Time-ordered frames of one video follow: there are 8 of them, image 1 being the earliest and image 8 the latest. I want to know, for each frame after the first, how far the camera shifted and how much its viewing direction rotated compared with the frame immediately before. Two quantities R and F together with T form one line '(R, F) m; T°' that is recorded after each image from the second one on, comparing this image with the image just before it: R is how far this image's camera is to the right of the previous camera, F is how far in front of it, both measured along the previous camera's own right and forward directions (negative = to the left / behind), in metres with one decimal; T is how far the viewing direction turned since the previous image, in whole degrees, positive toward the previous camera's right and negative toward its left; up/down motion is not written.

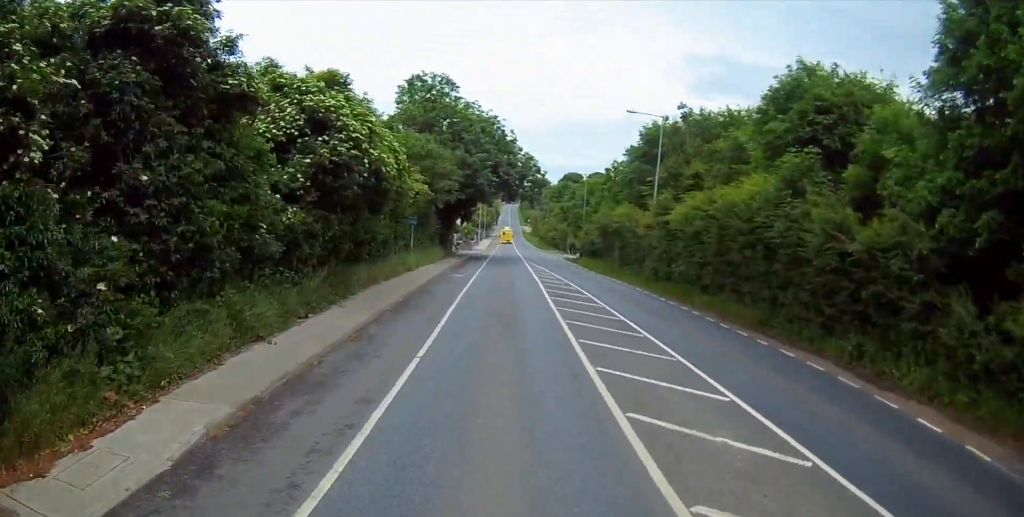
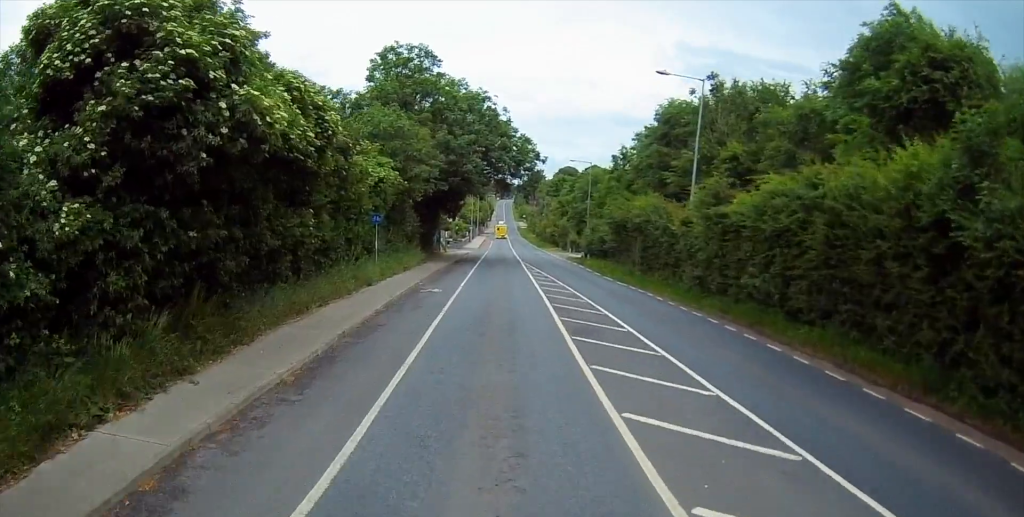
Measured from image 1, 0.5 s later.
(-0.3, +9.0) m; -1°
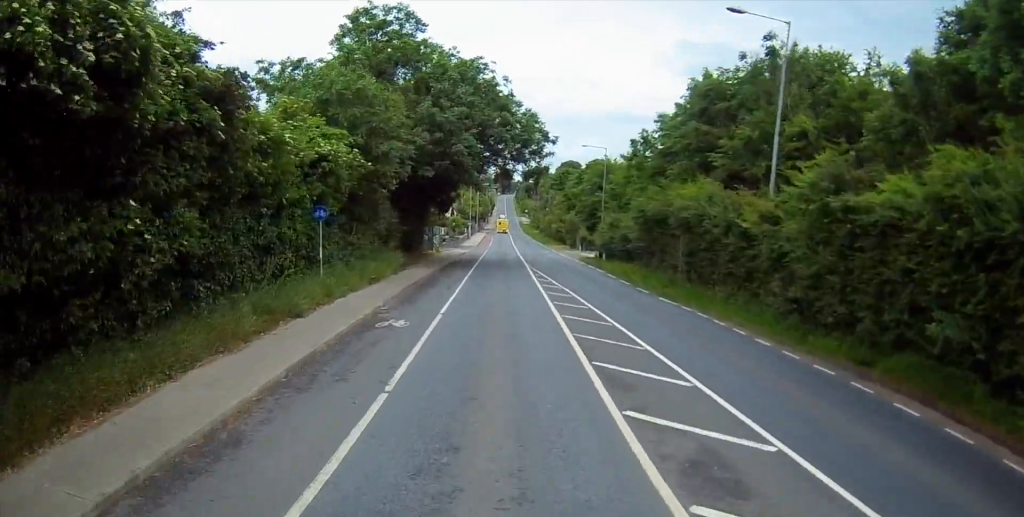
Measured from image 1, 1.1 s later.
(-0.2, +9.0) m; -1°
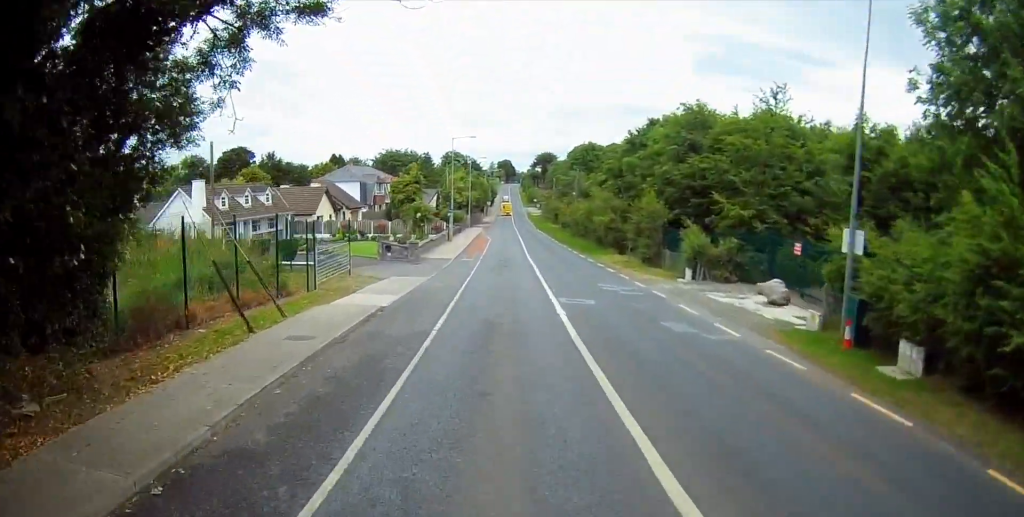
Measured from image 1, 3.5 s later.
(+0.6, +41.6) m; +1°
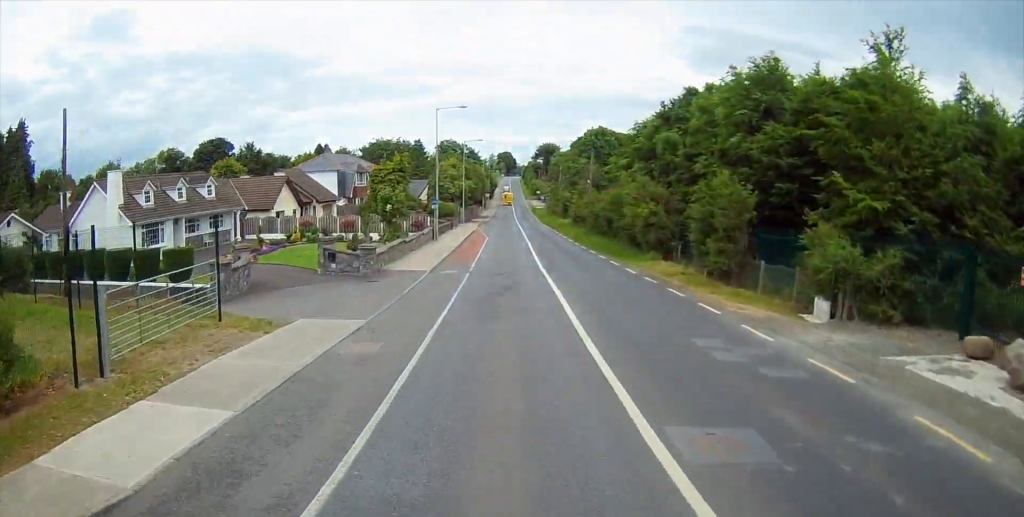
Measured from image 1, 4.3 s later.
(0.0, +13.8) m; 0°
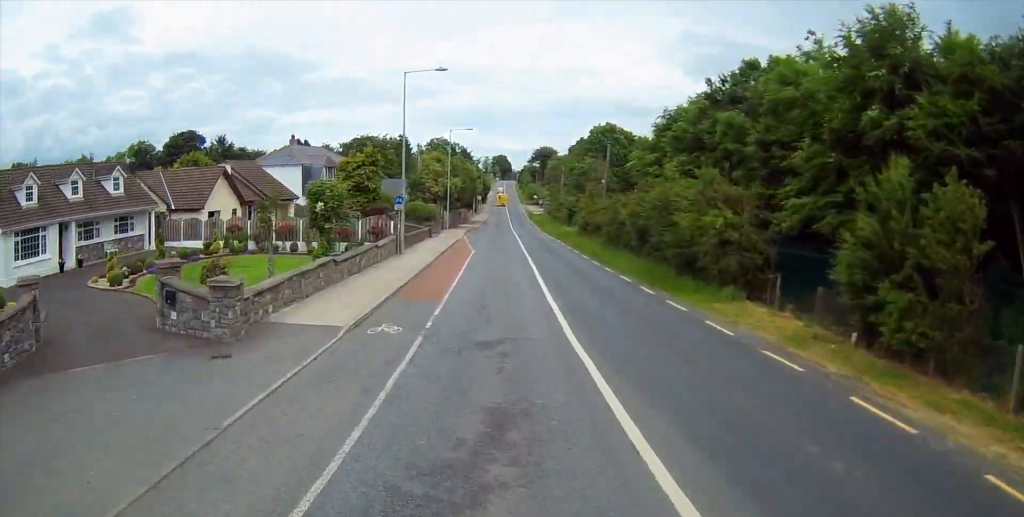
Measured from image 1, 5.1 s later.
(0.0, +13.8) m; 0°
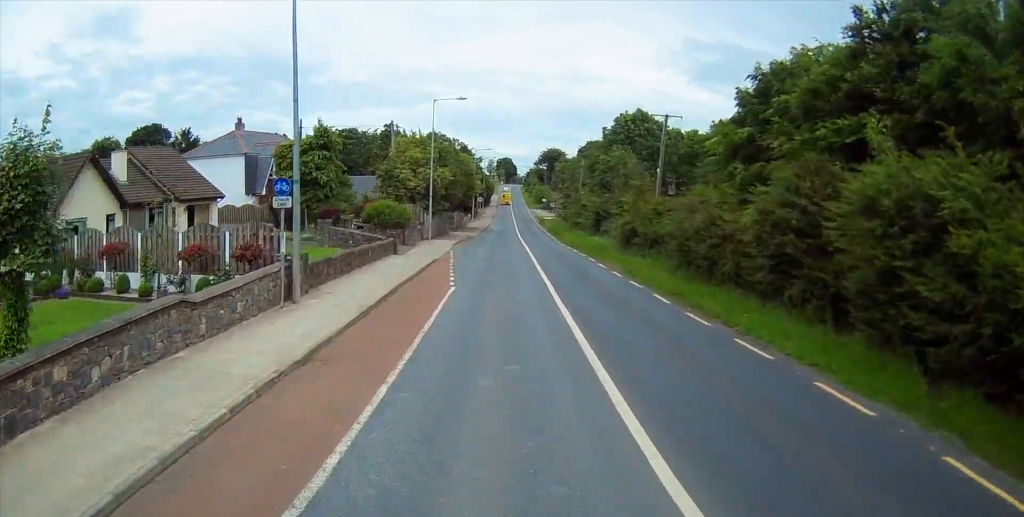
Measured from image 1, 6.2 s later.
(0.0, +18.3) m; 0°
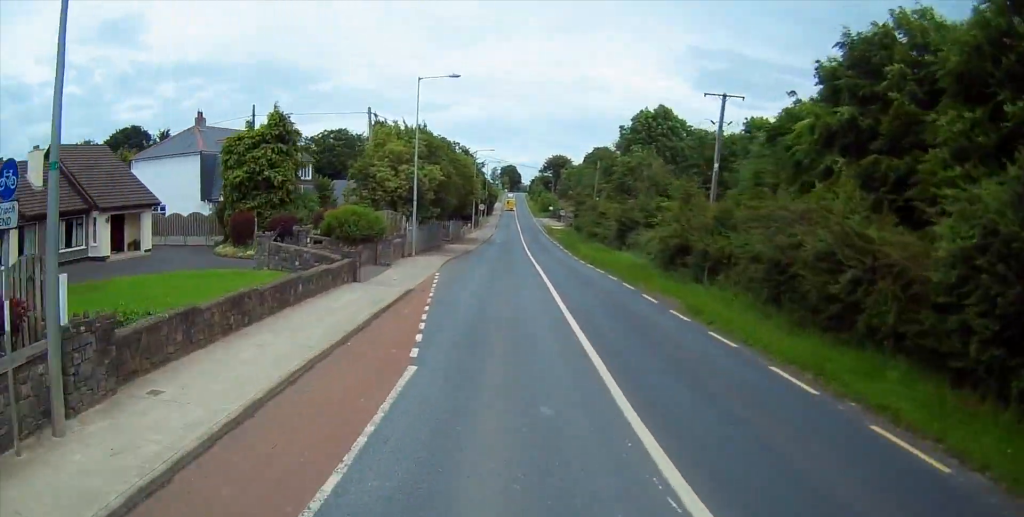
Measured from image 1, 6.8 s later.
(0.0, +9.9) m; 0°
